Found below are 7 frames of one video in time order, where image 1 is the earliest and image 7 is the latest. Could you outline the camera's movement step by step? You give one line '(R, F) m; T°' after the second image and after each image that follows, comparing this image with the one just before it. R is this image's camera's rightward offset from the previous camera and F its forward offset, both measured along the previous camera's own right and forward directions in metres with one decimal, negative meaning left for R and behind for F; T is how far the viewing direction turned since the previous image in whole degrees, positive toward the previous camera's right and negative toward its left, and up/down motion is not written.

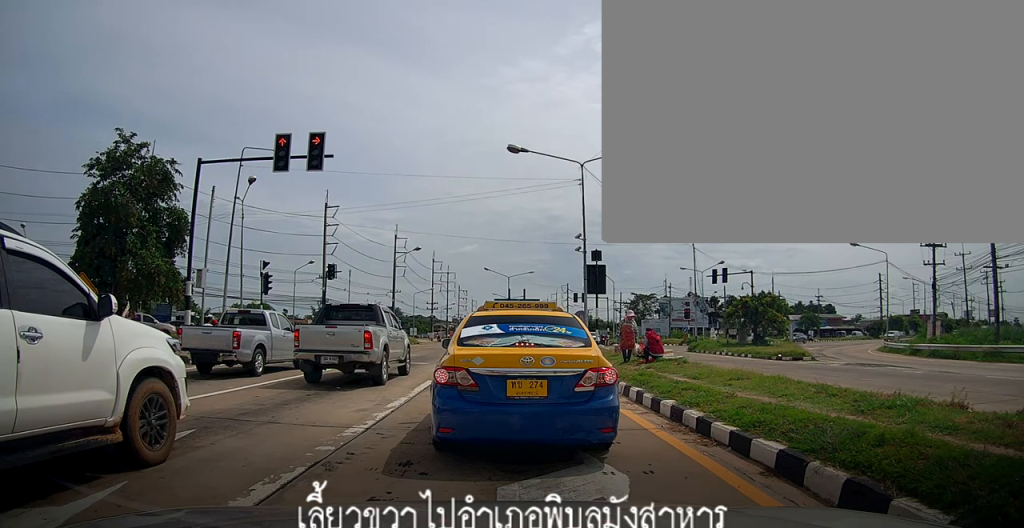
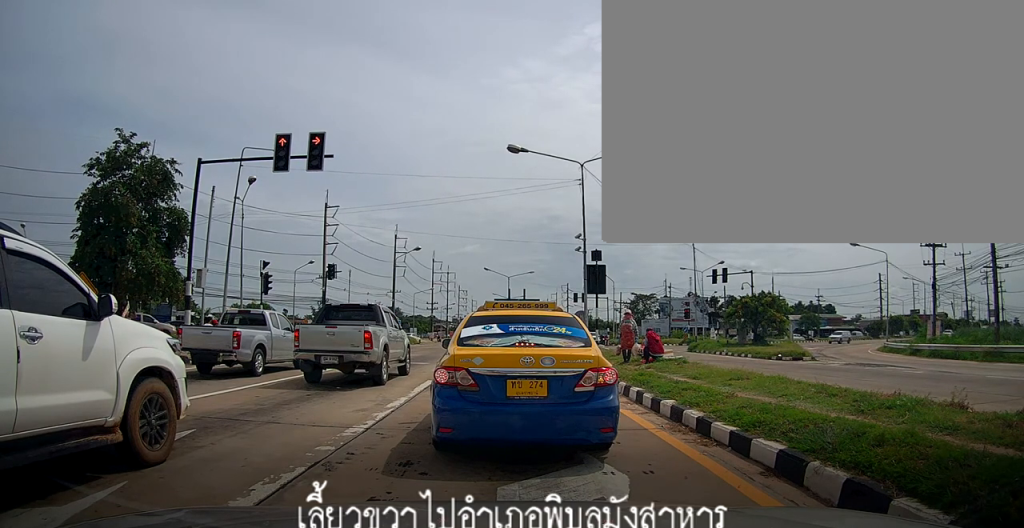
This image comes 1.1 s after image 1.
(0.0, 0.0) m; 0°
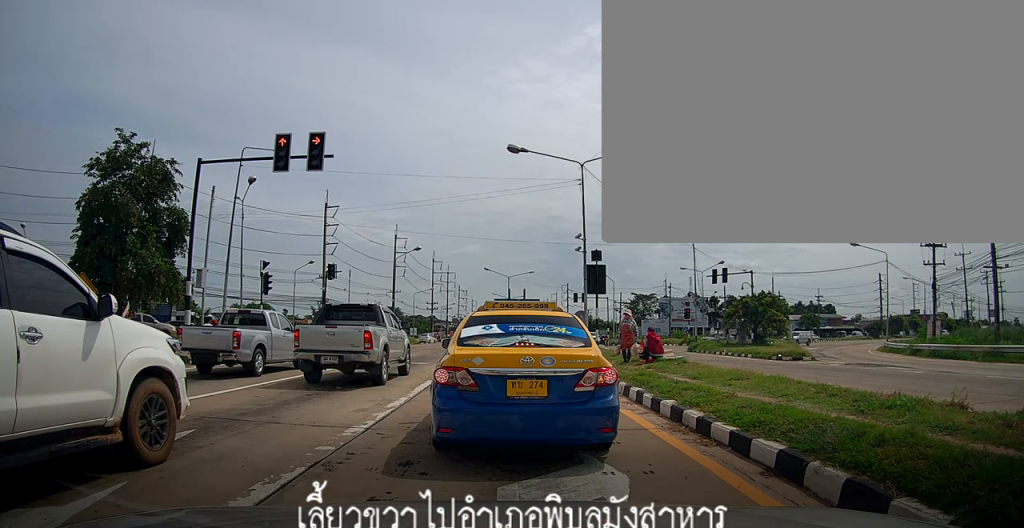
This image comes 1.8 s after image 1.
(0.0, 0.0) m; 0°
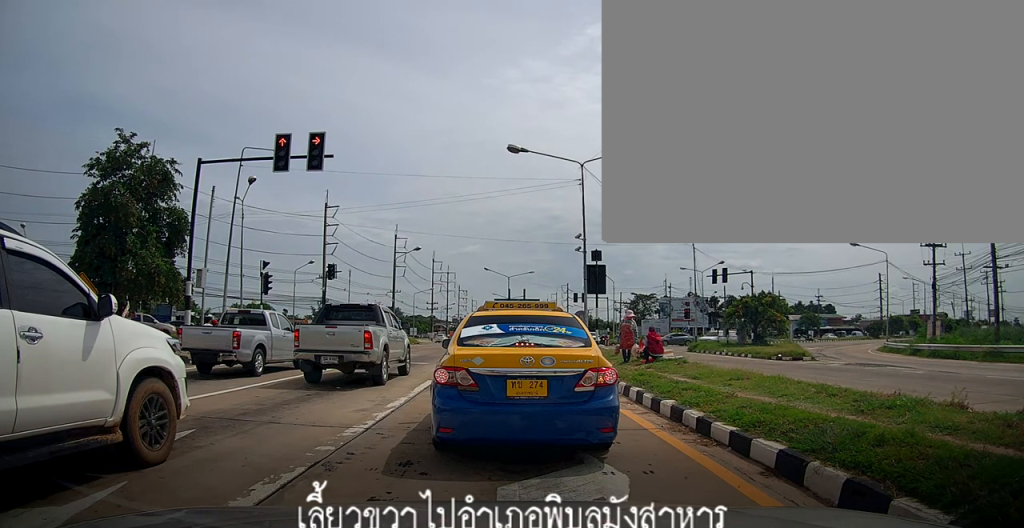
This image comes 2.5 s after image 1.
(0.0, 0.0) m; 0°
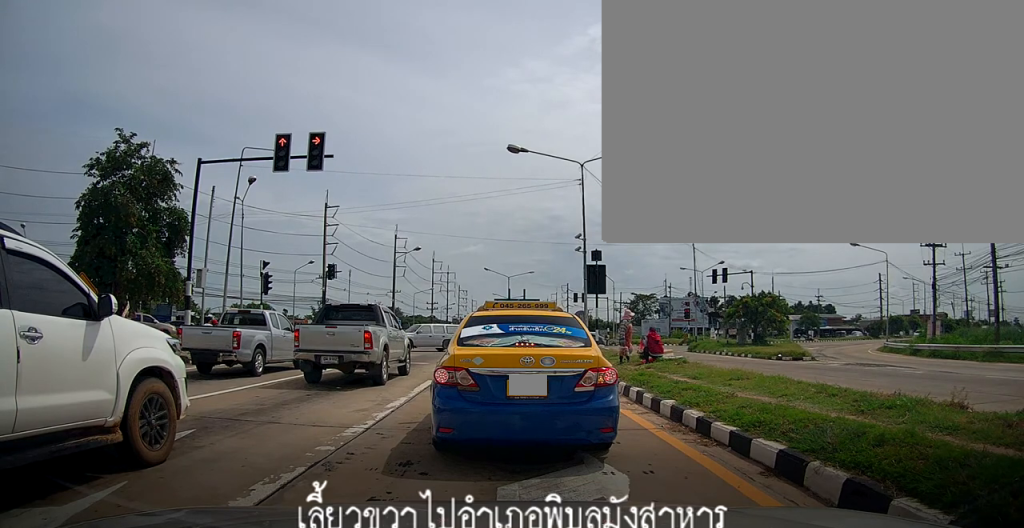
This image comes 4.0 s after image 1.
(0.0, 0.0) m; 0°
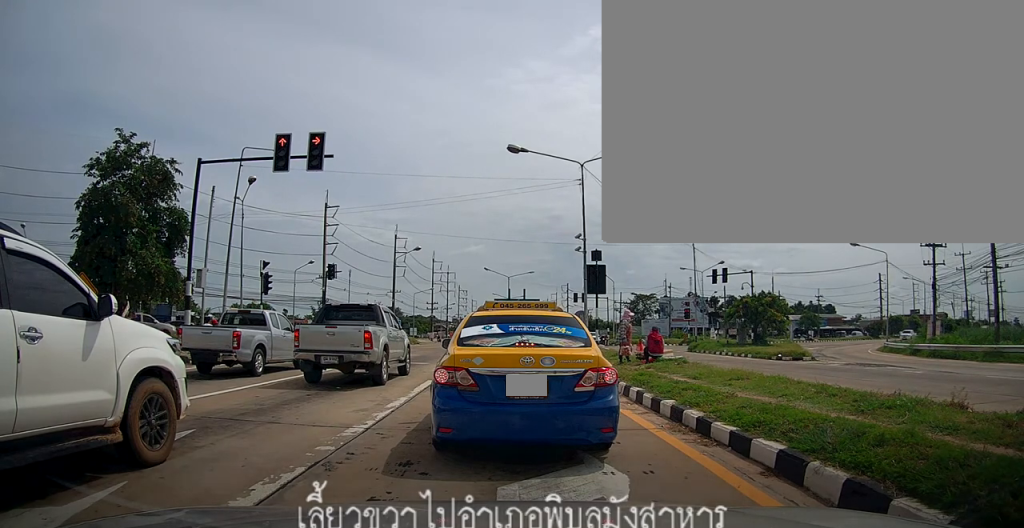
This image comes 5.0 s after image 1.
(0.0, 0.0) m; 0°
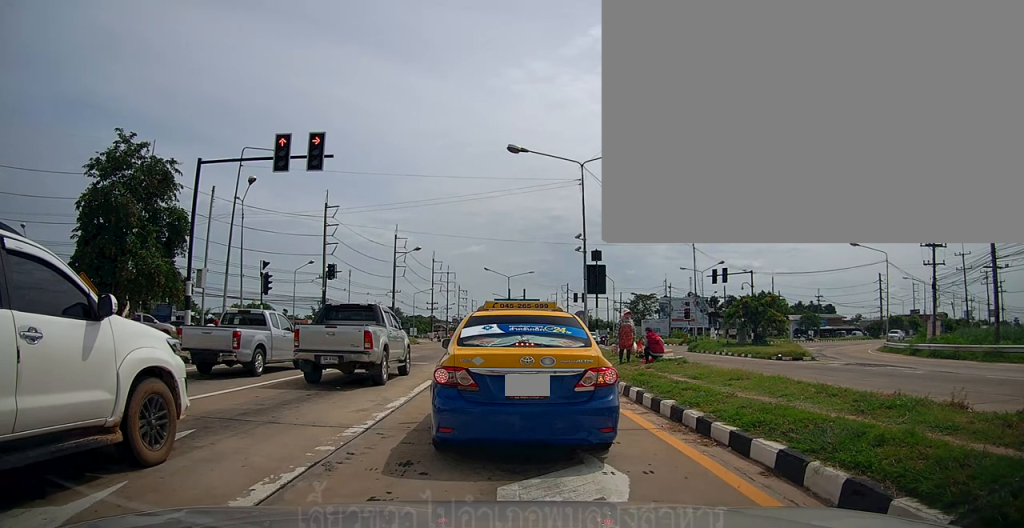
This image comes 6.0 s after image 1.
(0.0, 0.0) m; 0°
